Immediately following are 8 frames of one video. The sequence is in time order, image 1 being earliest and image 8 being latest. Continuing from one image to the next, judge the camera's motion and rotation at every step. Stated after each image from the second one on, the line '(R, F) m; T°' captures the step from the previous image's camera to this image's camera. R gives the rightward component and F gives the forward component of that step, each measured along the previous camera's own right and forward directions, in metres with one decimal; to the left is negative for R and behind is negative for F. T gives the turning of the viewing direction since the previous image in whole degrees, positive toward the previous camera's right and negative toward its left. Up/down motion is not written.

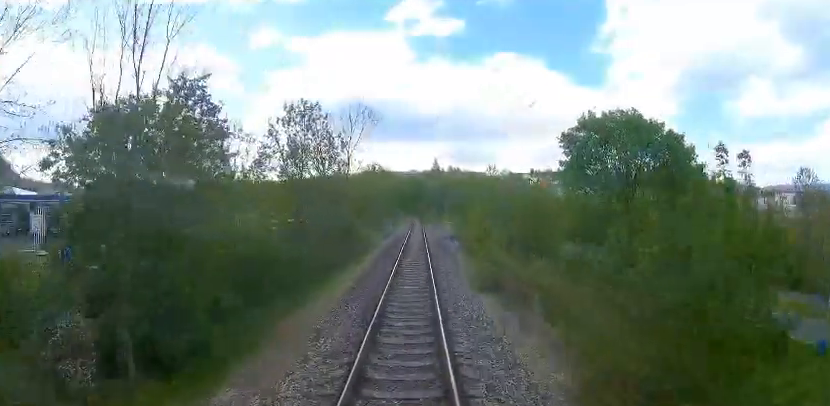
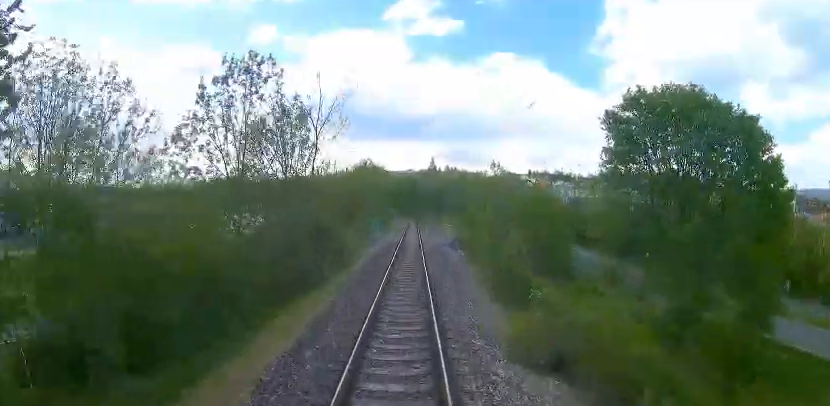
(+0.1, +8.4) m; +1°
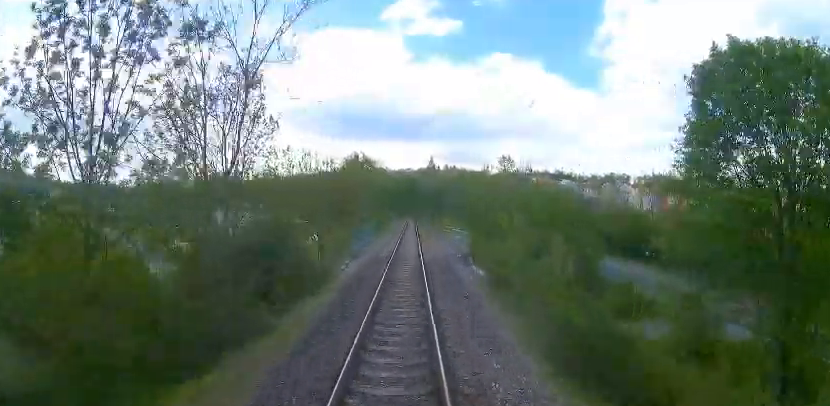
(0.0, +8.9) m; +1°
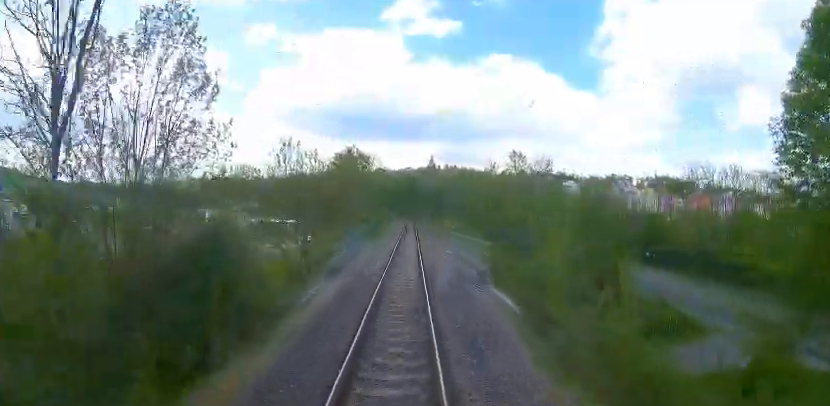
(+0.2, +6.8) m; +1°
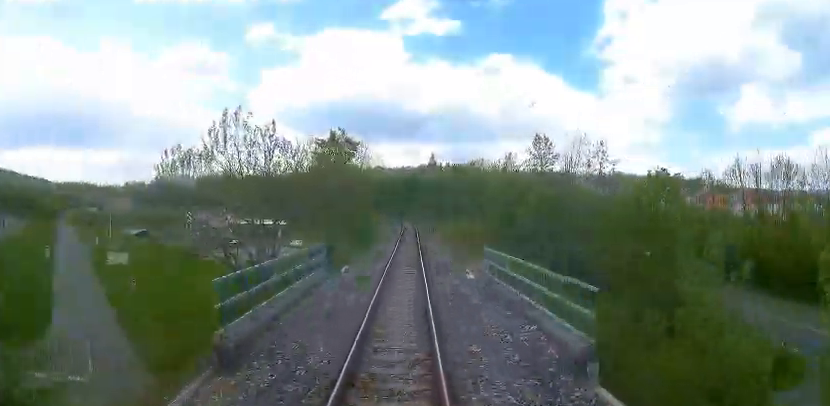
(+0.1, +11.3) m; 0°
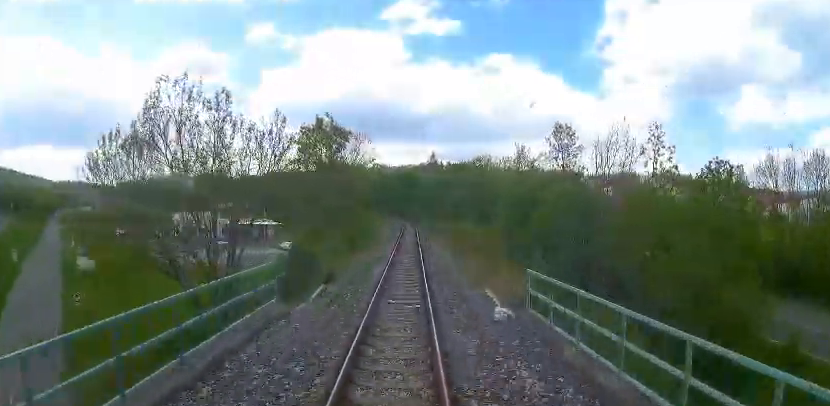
(0.0, +6.8) m; 0°
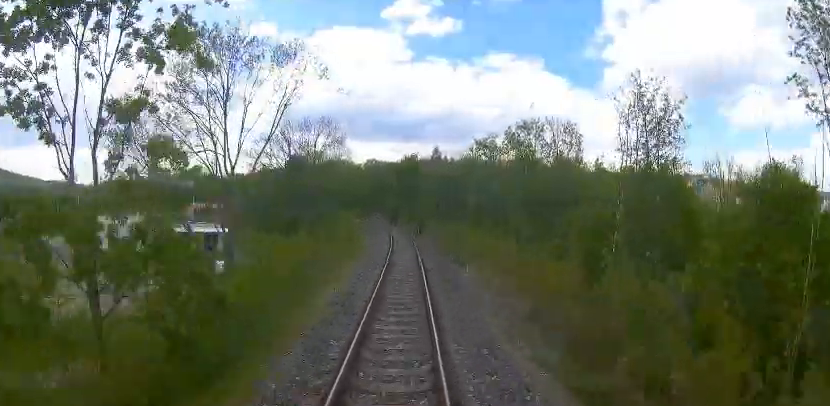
(-0.3, +30.0) m; 0°
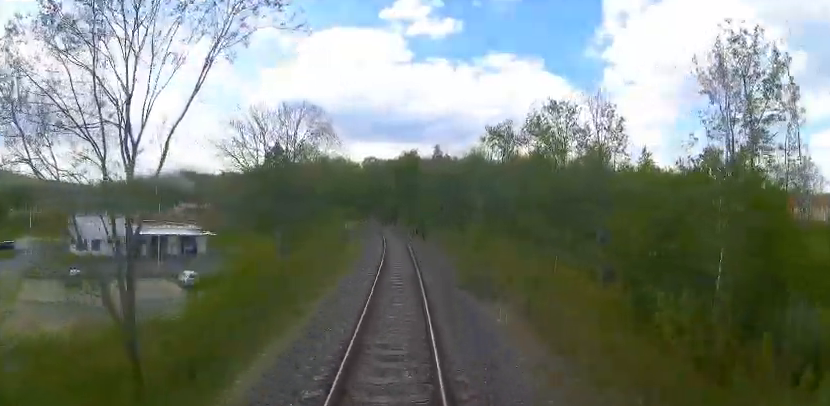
(+0.2, +8.6) m; -1°
